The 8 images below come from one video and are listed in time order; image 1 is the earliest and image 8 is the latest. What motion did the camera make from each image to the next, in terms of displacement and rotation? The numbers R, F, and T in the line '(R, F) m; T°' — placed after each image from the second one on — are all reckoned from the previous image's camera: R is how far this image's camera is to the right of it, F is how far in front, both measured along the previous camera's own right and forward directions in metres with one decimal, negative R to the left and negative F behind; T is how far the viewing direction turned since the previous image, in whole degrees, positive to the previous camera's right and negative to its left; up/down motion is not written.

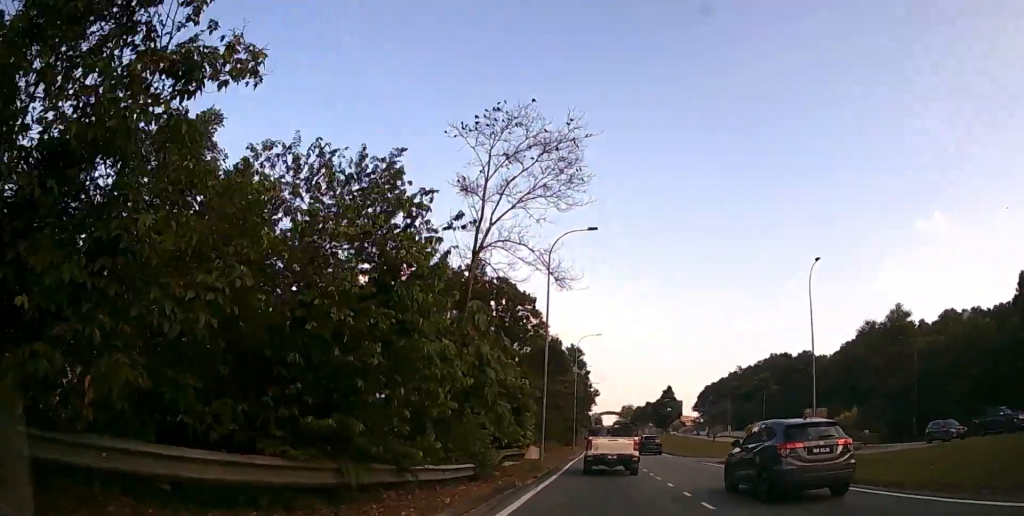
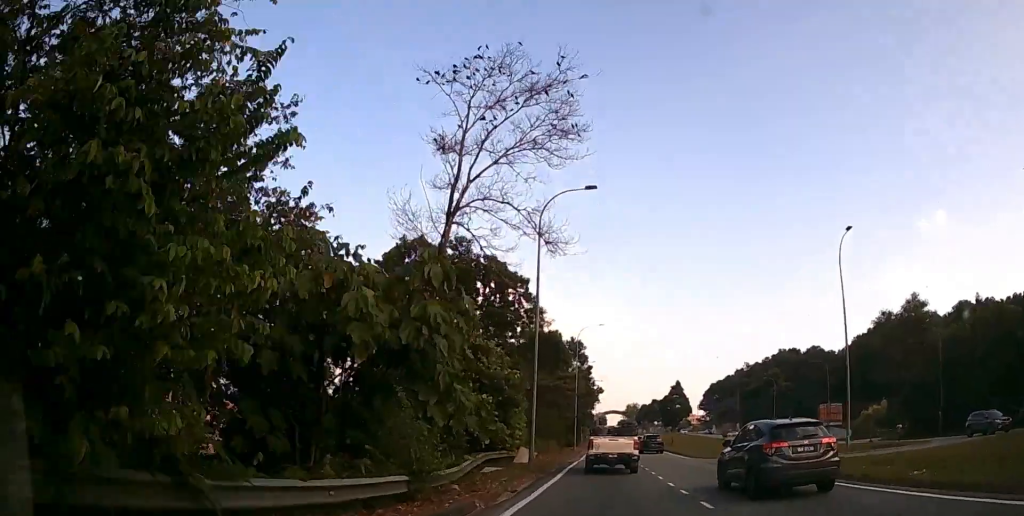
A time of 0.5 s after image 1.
(+0.1, +5.0) m; 0°
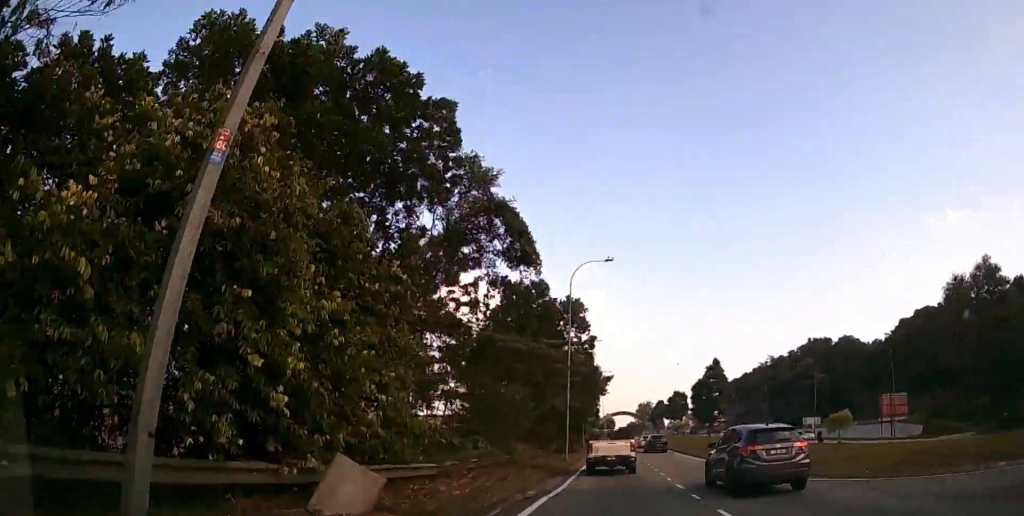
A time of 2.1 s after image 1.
(-0.2, +19.5) m; -1°
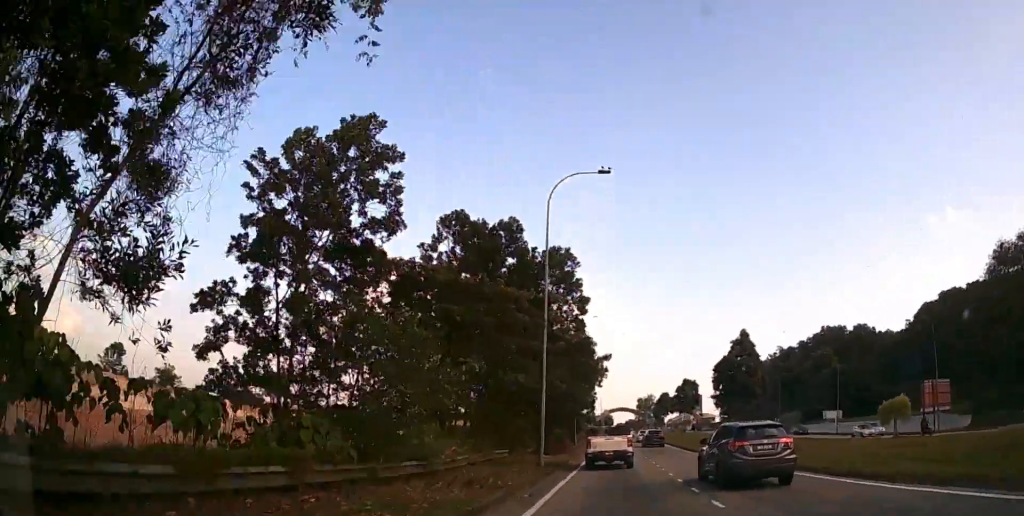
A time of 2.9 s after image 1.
(0.0, +11.2) m; 0°
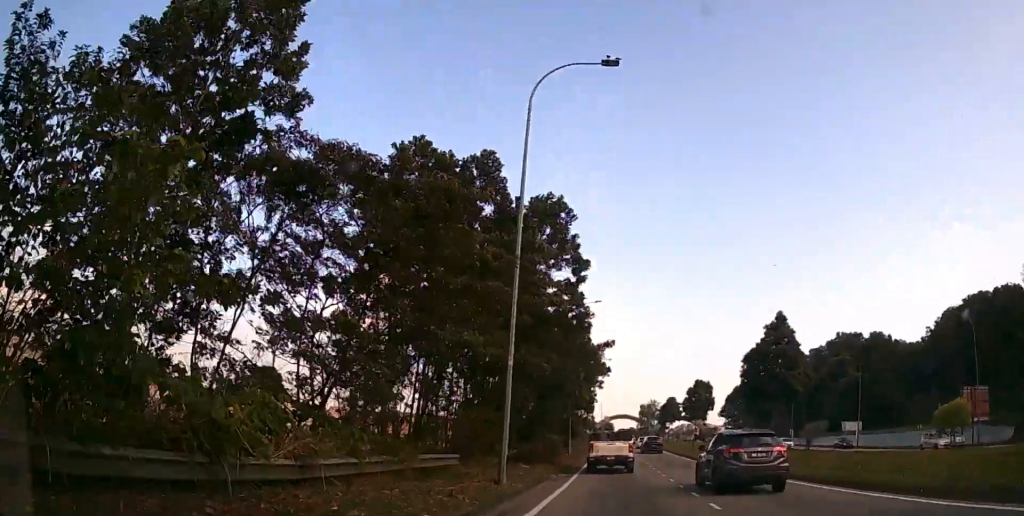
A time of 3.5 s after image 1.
(0.0, +8.1) m; 0°
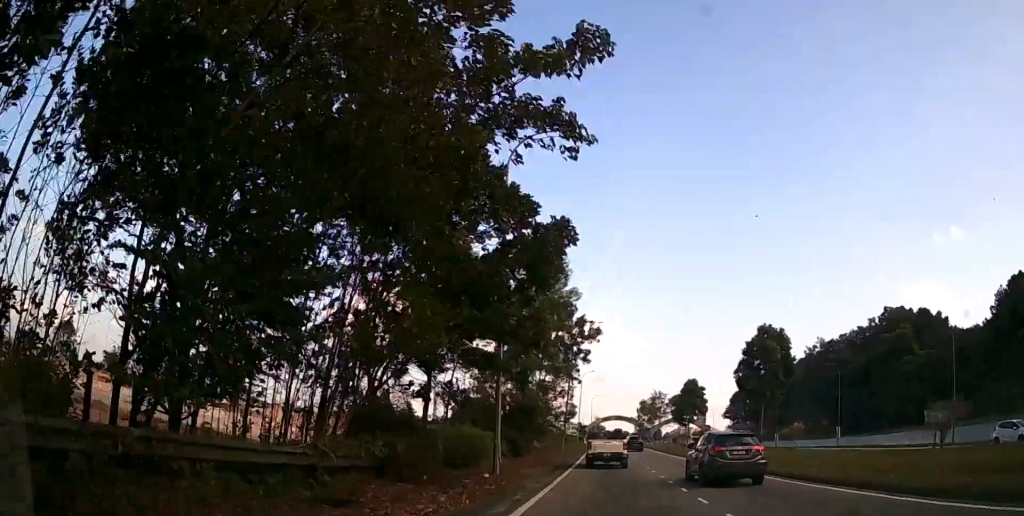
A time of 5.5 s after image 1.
(+0.3, +26.0) m; +1°
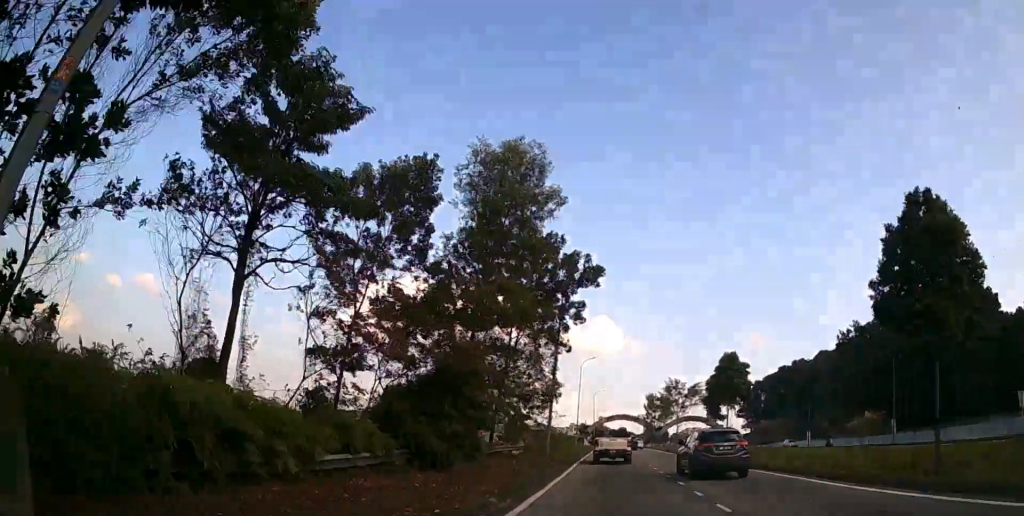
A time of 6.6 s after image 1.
(0.0, +16.1) m; 0°
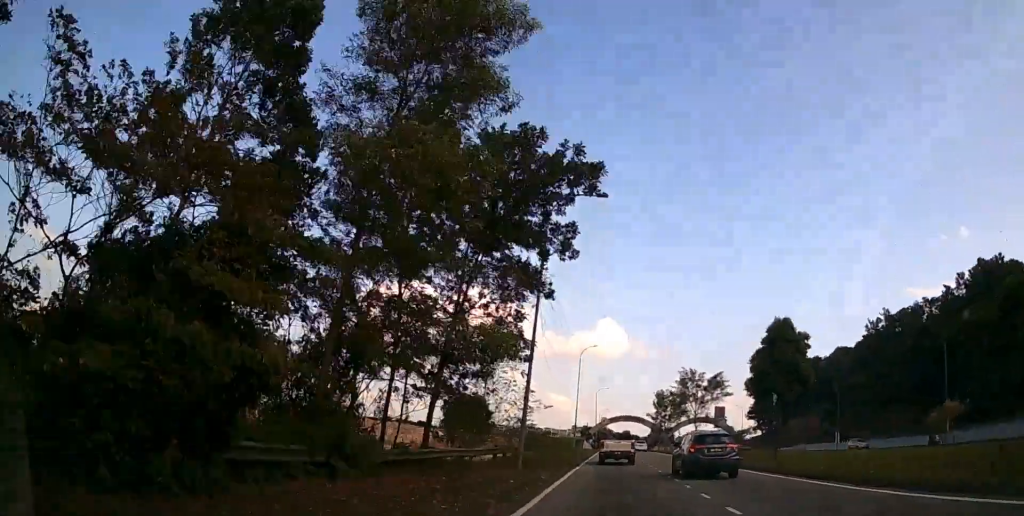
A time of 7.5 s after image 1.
(-0.1, +11.7) m; 0°
